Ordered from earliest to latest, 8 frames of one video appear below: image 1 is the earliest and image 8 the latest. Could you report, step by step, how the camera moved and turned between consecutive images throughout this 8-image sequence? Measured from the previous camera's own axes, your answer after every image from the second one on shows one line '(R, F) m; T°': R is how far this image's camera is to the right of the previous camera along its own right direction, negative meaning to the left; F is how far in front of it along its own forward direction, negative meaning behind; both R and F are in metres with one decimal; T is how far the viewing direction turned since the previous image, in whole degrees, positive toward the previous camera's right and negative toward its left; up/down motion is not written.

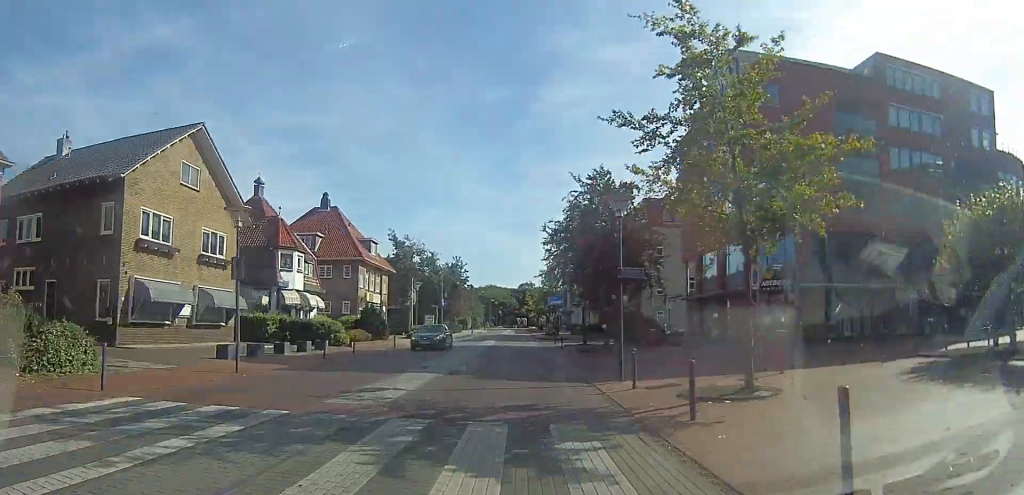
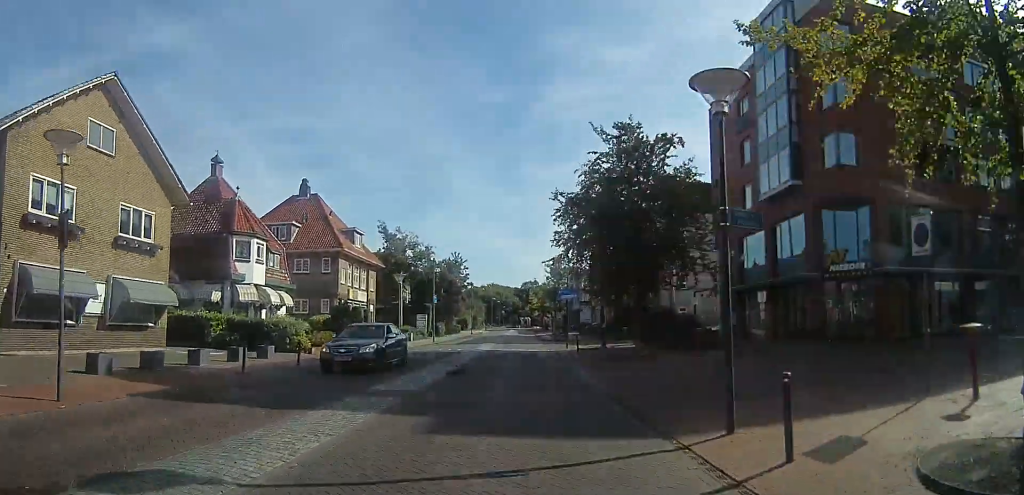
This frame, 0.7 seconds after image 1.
(+0.3, +6.3) m; +3°
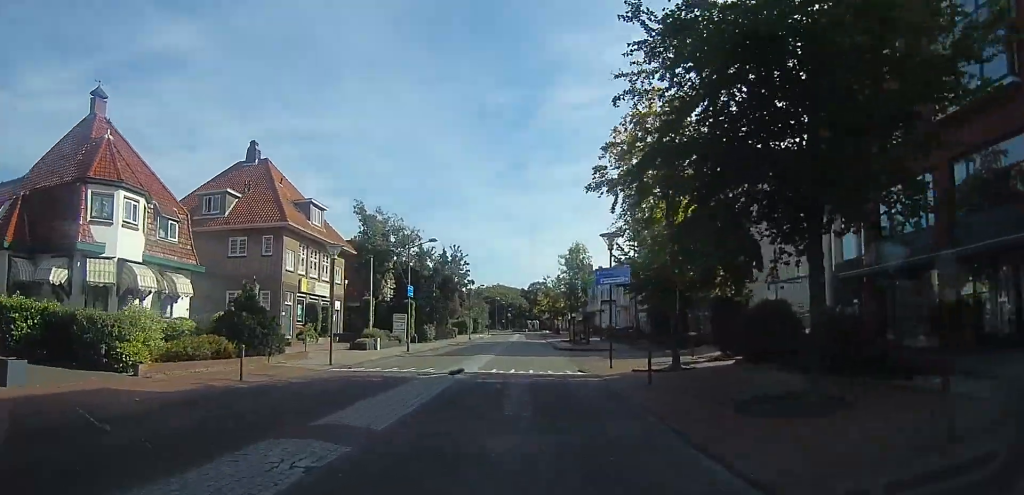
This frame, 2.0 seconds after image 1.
(-0.2, +12.3) m; -8°
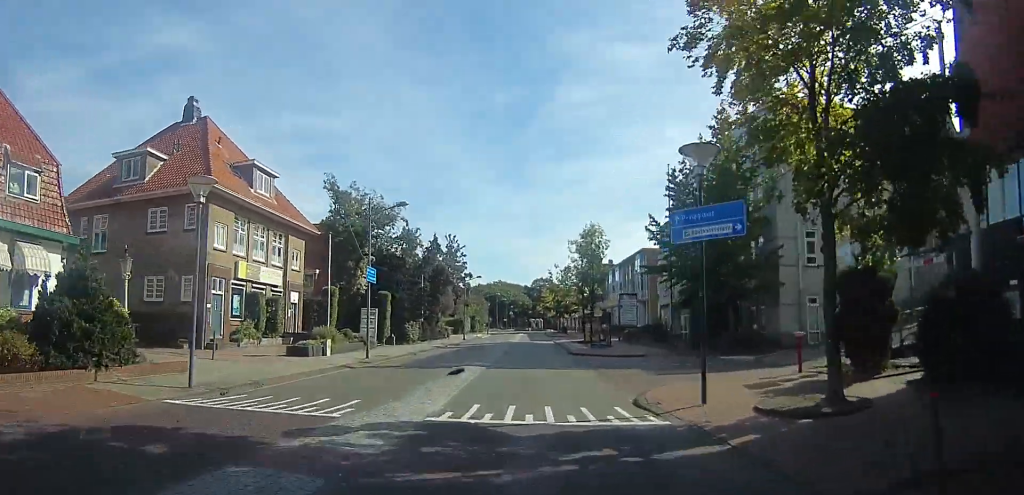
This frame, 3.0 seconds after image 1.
(-0.6, +8.8) m; -6°
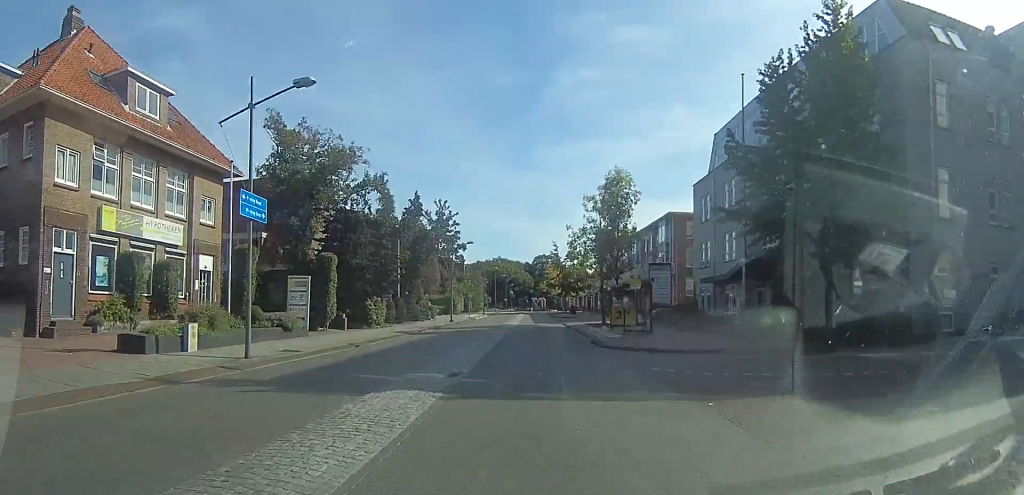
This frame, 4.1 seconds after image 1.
(-0.5, +9.9) m; -2°
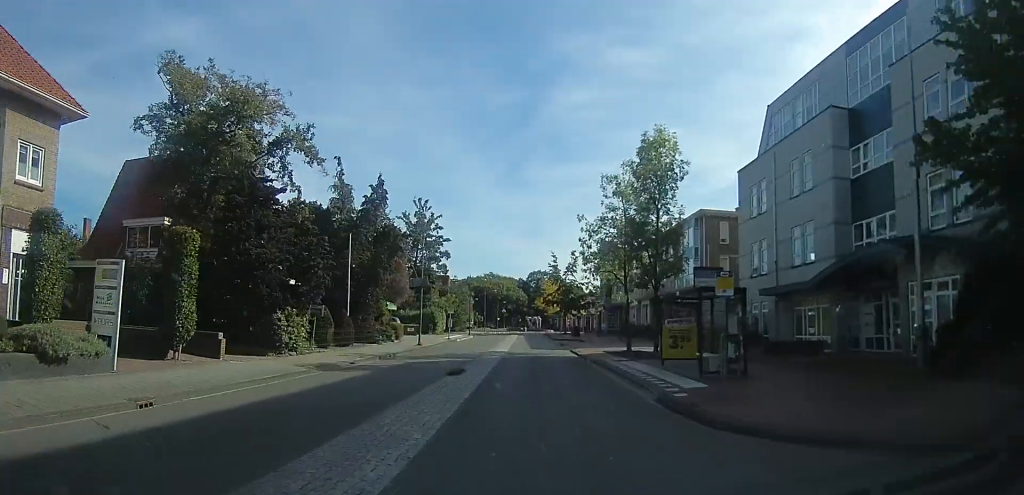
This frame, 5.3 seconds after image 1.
(+0.4, +10.2) m; +7°
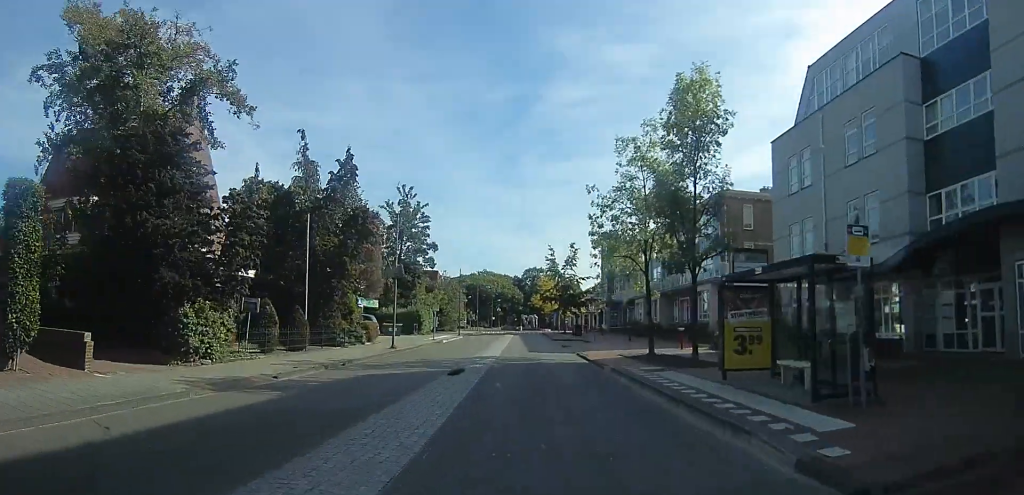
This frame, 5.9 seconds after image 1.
(+0.3, +5.3) m; +1°
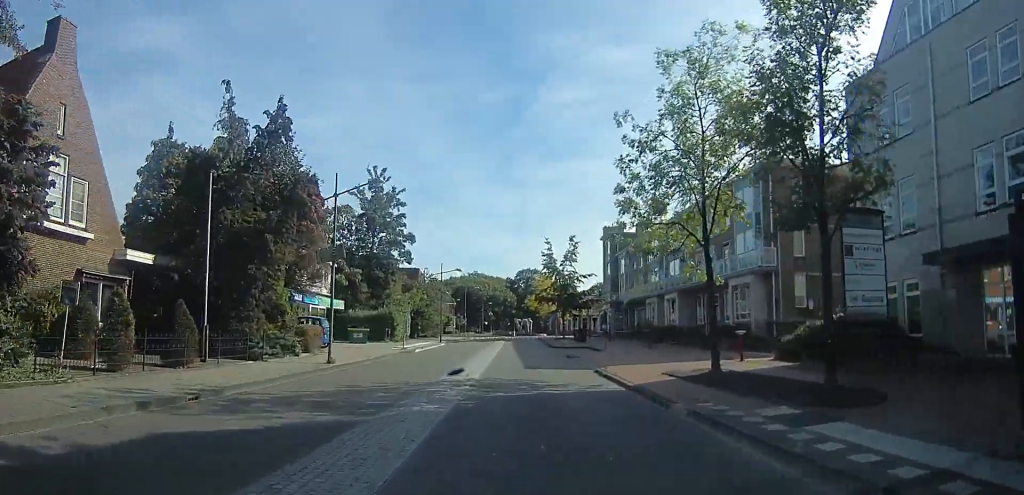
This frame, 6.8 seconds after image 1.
(+0.1, +7.7) m; 0°
